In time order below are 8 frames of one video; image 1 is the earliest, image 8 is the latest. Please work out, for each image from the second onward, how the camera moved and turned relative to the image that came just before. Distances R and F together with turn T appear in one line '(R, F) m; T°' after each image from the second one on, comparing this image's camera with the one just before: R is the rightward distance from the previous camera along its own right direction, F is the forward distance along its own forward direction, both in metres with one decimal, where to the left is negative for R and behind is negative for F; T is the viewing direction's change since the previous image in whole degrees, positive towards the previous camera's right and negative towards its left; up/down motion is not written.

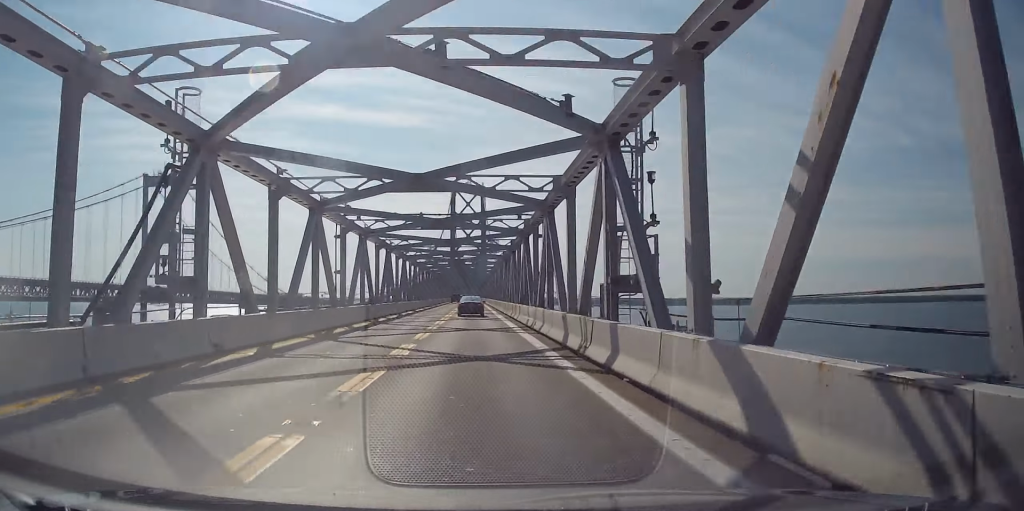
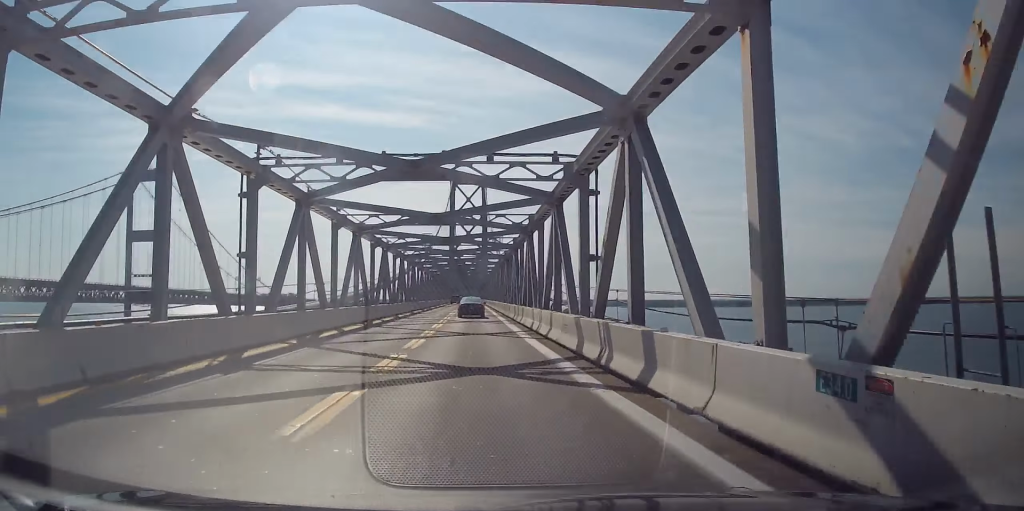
(-0.4, +14.7) m; -1°
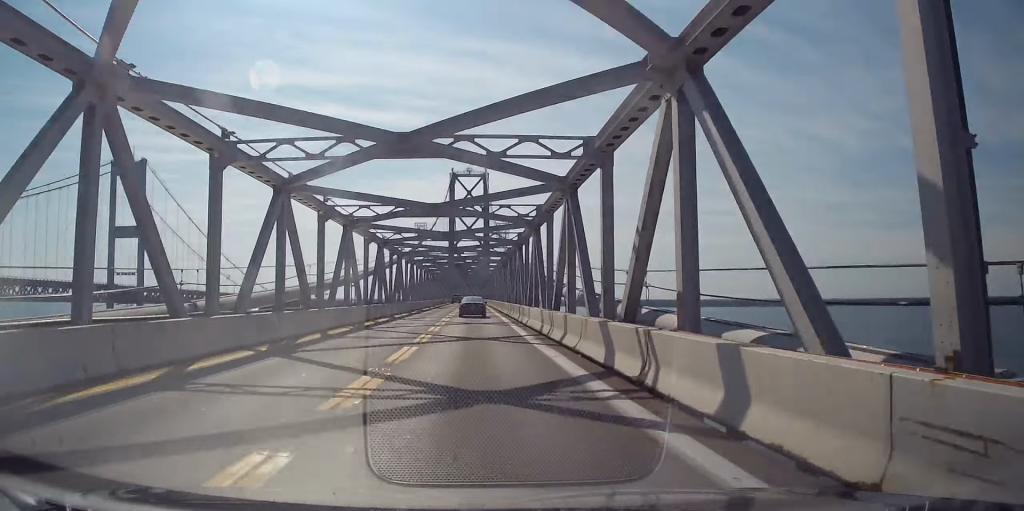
(-0.3, +15.6) m; 0°
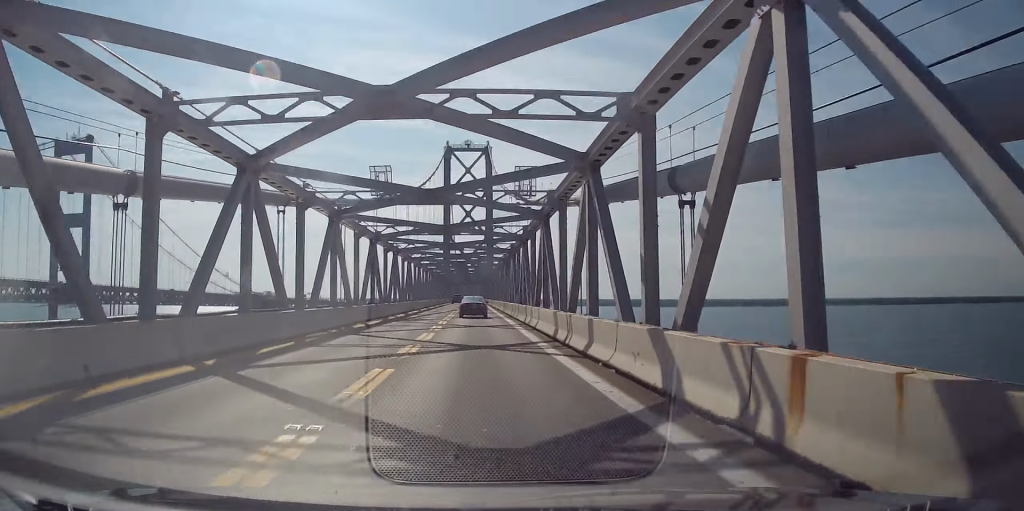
(+0.6, +41.0) m; +1°
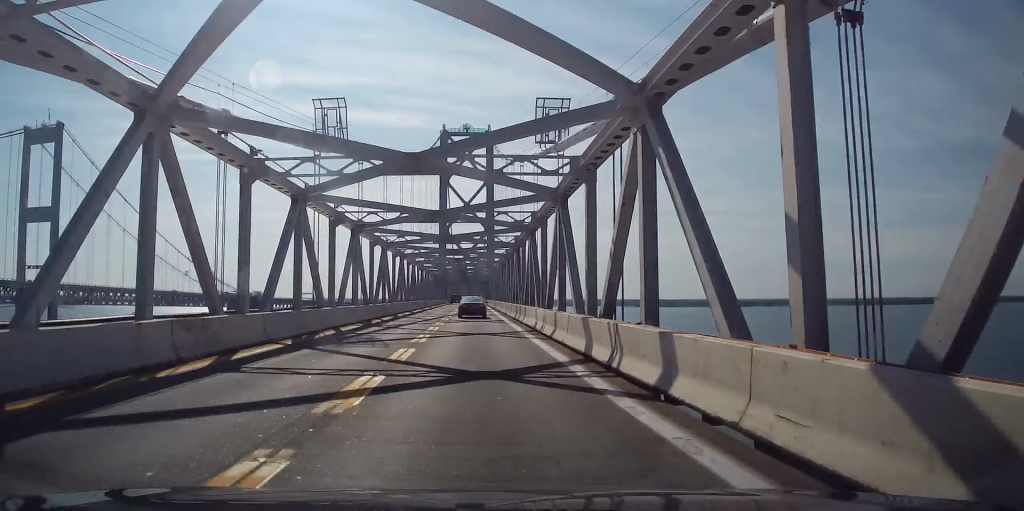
(0.0, +18.7) m; 0°
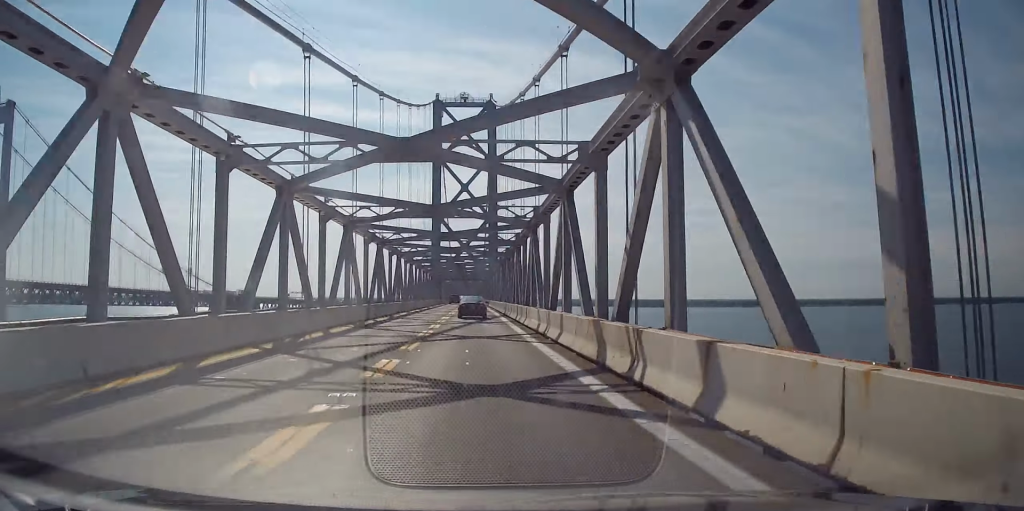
(0.0, +26.6) m; 0°
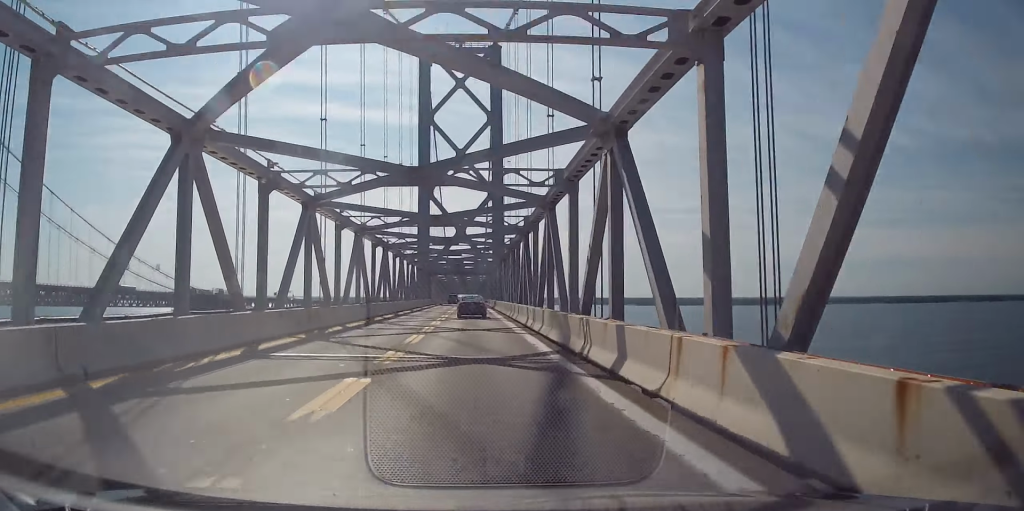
(+0.1, +33.3) m; -1°
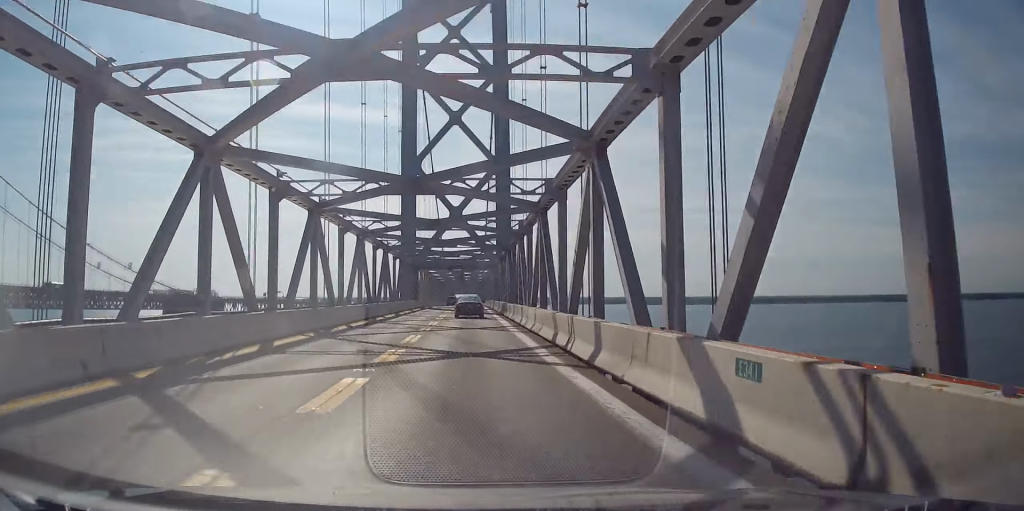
(-0.4, +23.4) m; 0°
